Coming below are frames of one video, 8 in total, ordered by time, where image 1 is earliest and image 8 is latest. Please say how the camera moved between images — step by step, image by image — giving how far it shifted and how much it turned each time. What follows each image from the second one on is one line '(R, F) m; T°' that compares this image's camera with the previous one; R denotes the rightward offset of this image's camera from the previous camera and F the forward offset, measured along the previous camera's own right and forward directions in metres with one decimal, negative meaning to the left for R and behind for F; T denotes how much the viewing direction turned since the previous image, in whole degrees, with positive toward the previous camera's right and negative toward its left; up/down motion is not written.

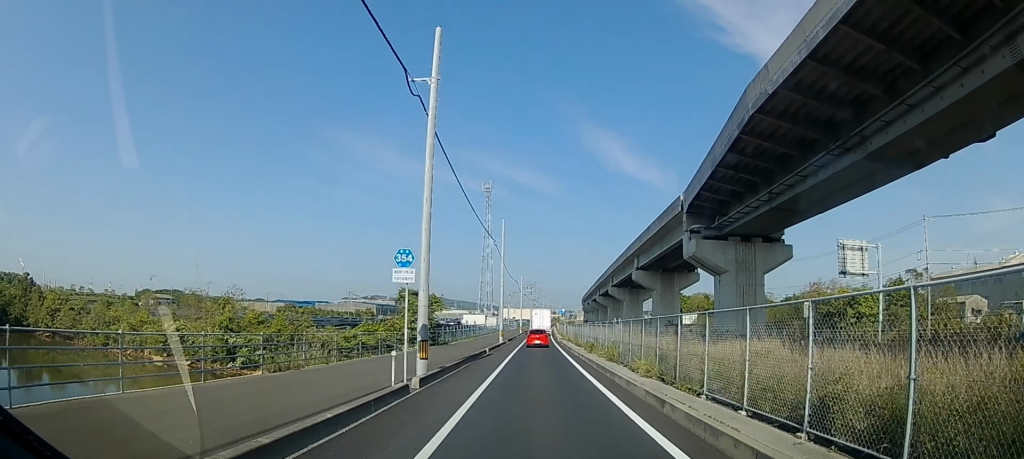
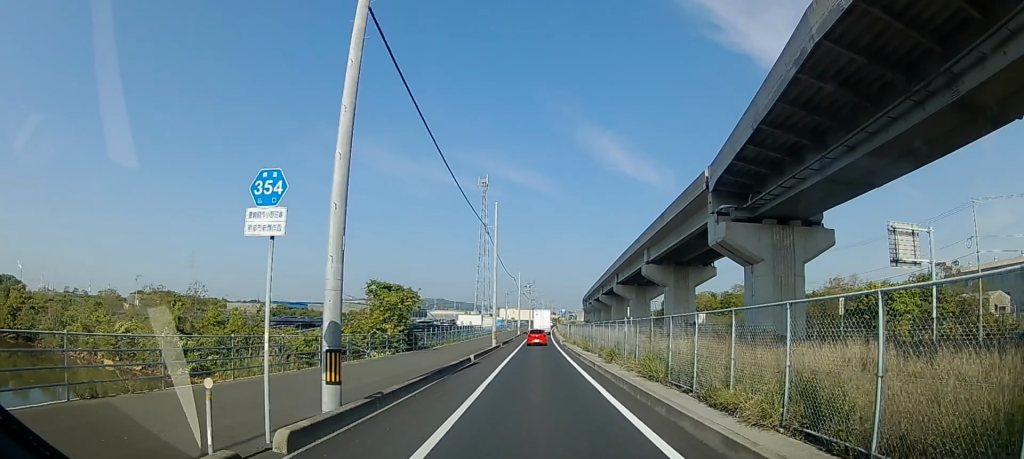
(0.0, +7.1) m; 0°
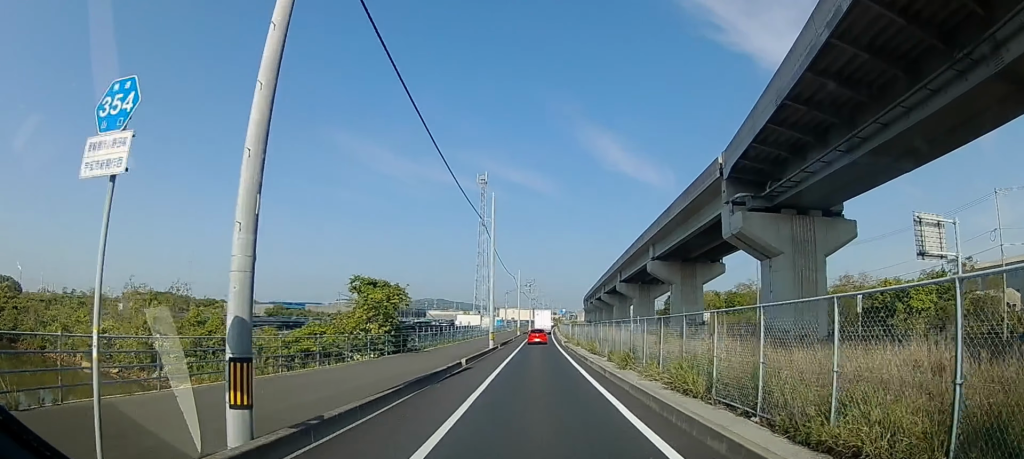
(0.0, +3.1) m; +1°
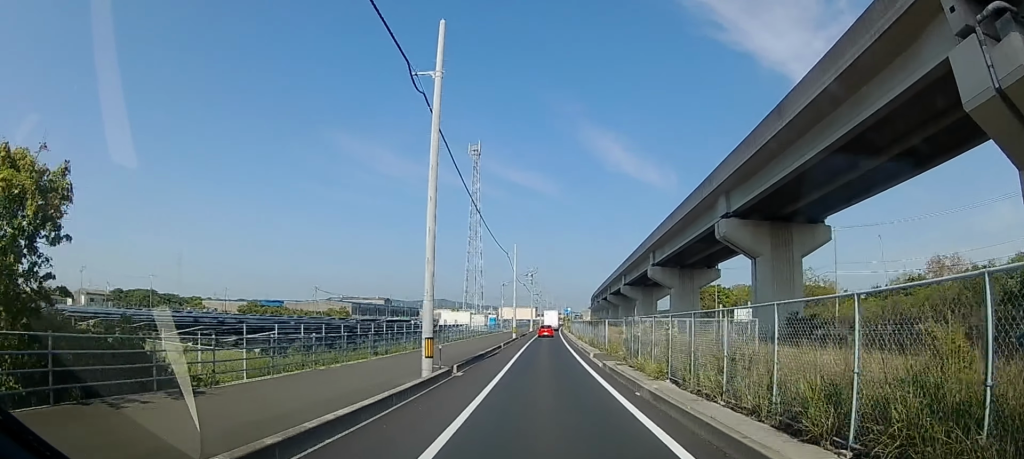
(+0.7, +23.1) m; -1°
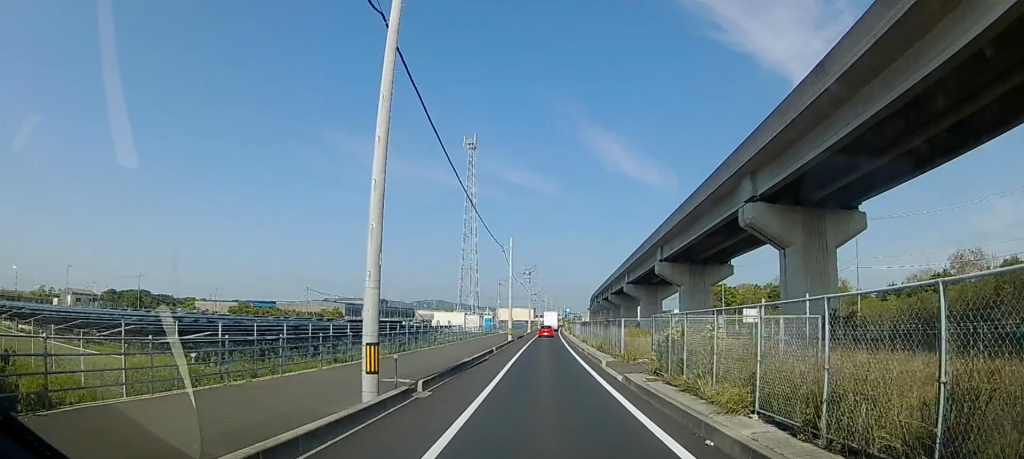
(0.0, +5.5) m; +2°
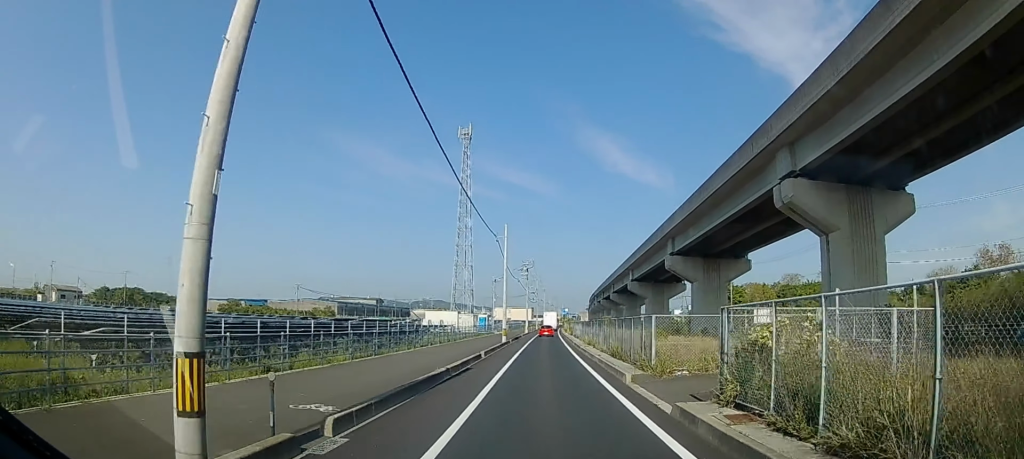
(0.0, +5.7) m; +1°
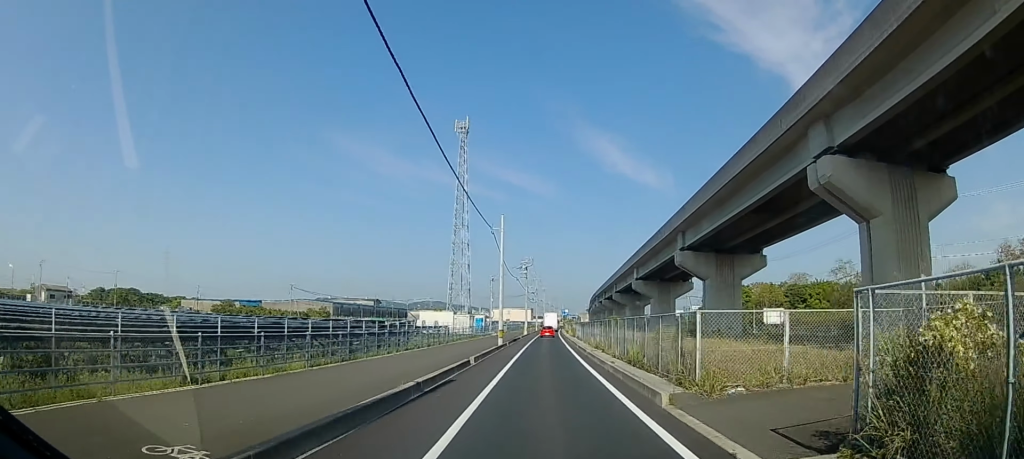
(+0.2, +4.4) m; 0°
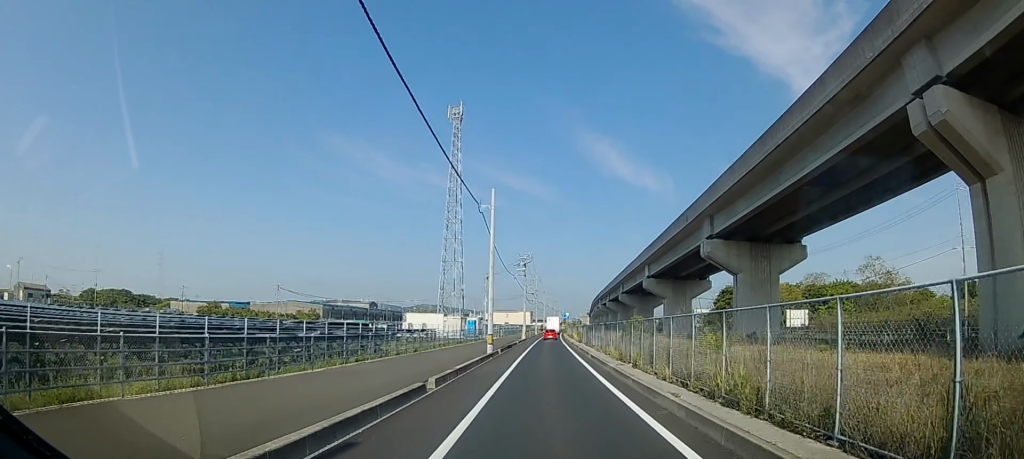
(-0.1, +8.8) m; -1°
